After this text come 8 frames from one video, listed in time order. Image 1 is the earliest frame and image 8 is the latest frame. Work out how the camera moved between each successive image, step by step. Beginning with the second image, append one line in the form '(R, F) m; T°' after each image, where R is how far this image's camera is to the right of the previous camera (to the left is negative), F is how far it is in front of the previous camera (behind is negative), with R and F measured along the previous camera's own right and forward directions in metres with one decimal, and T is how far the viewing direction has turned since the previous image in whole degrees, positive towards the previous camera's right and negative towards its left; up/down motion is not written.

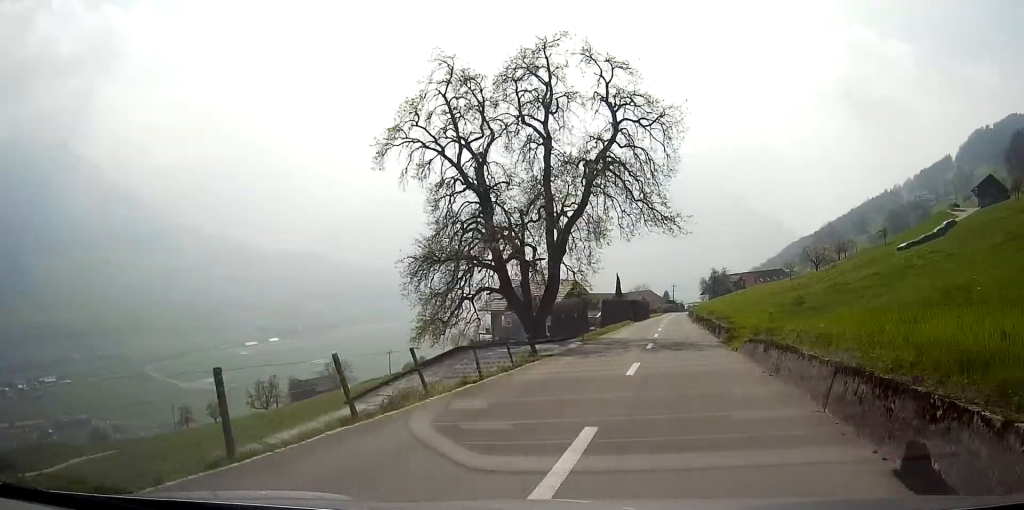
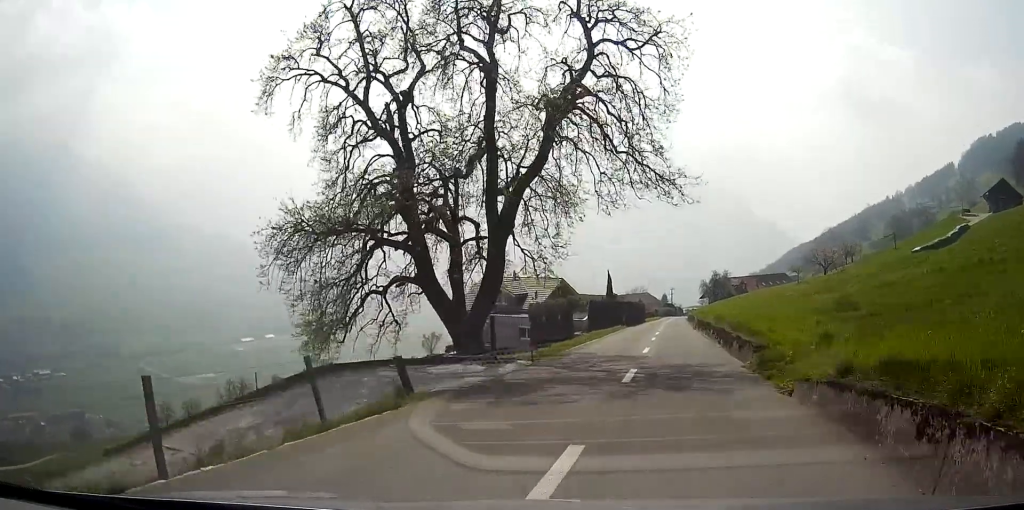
(0.0, +9.8) m; 0°
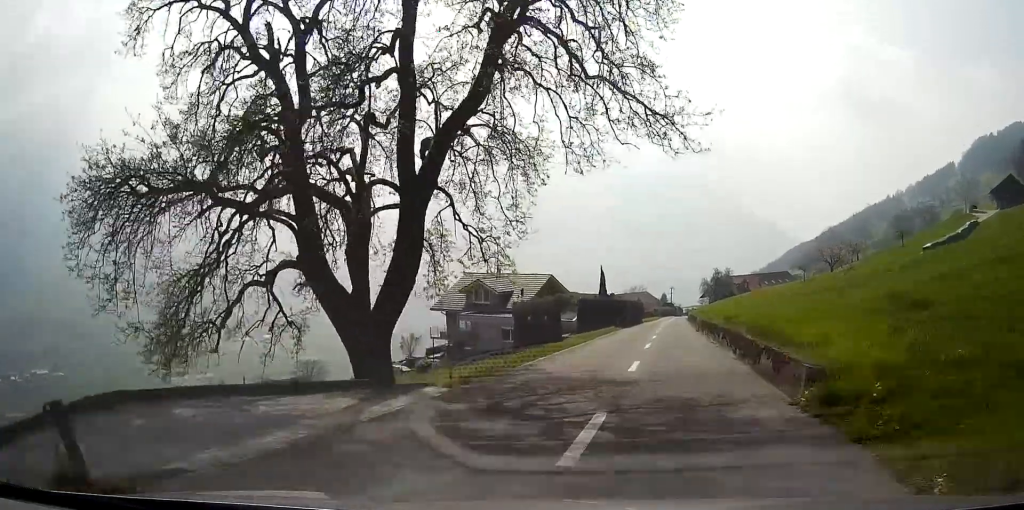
(0.0, +6.8) m; 0°
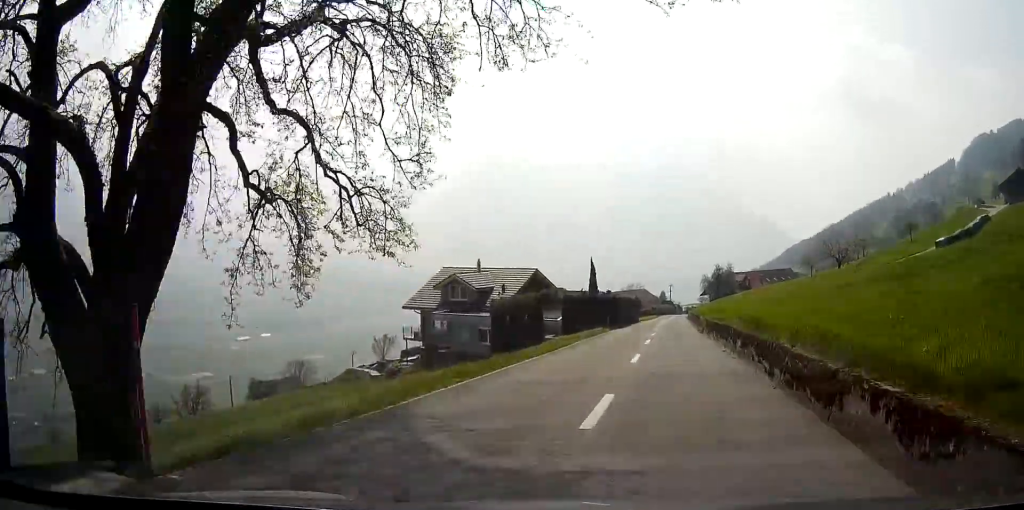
(0.0, +7.4) m; 0°
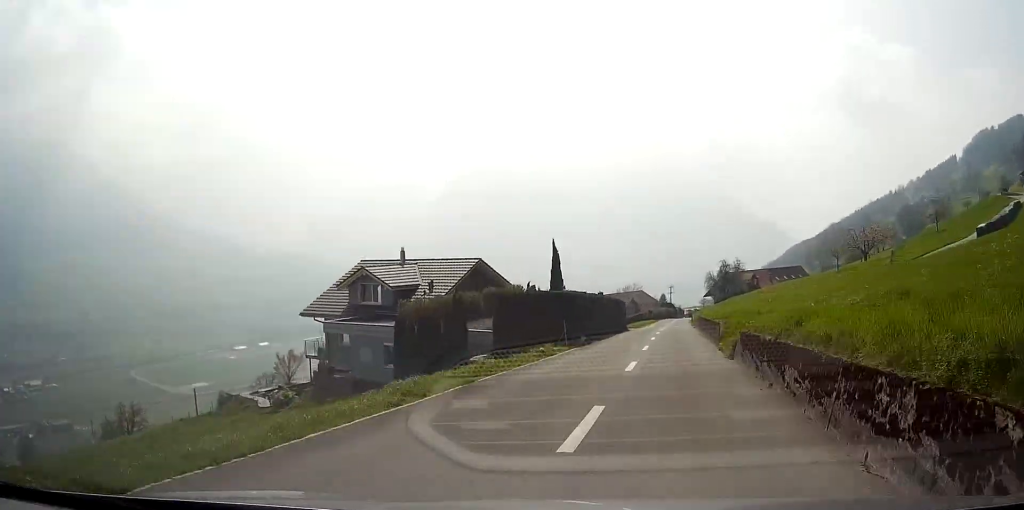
(+0.1, +19.0) m; 0°
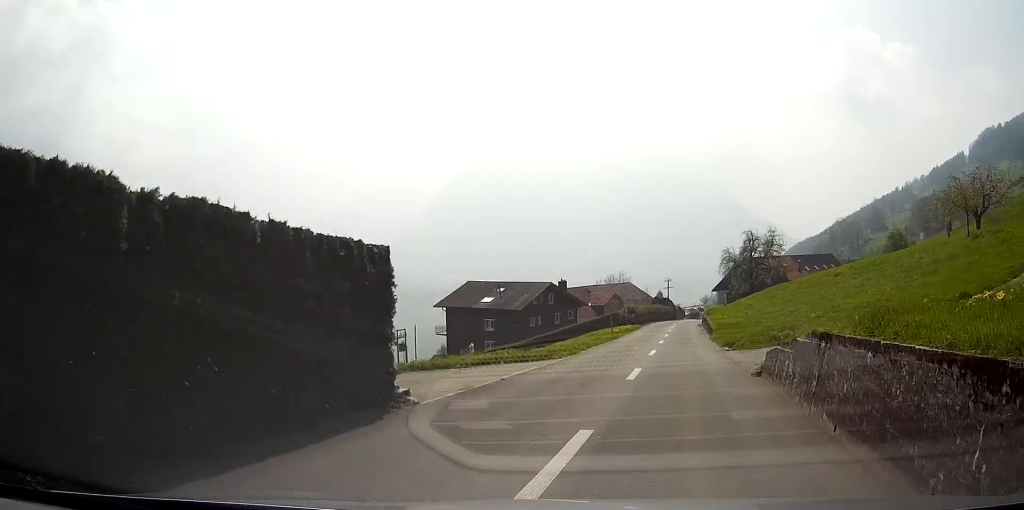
(-0.2, +46.2) m; 0°
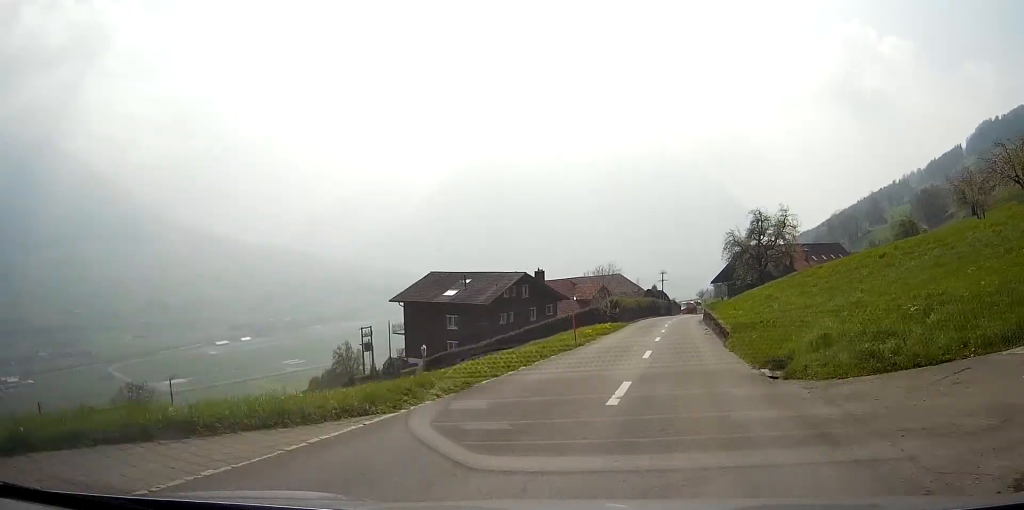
(0.0, +12.9) m; +1°
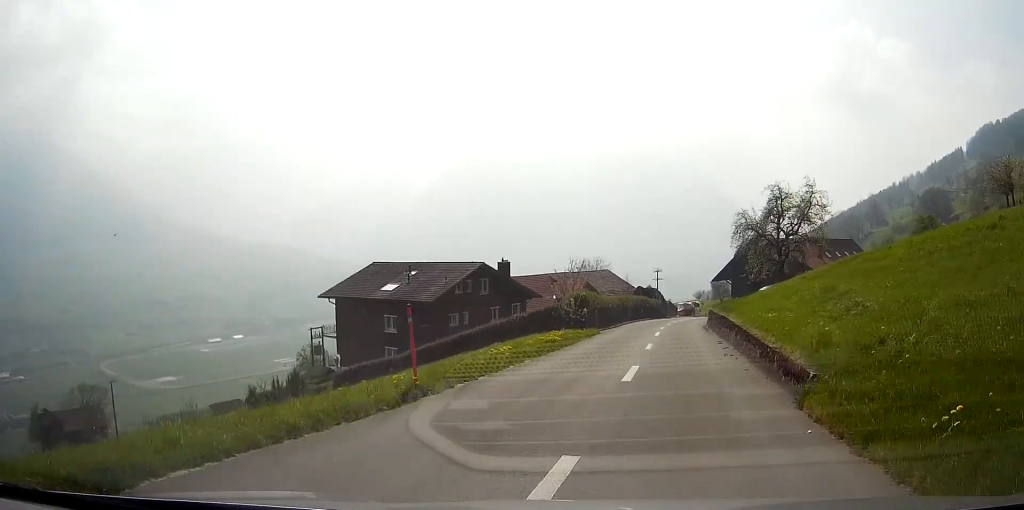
(+0.1, +15.3) m; +1°
